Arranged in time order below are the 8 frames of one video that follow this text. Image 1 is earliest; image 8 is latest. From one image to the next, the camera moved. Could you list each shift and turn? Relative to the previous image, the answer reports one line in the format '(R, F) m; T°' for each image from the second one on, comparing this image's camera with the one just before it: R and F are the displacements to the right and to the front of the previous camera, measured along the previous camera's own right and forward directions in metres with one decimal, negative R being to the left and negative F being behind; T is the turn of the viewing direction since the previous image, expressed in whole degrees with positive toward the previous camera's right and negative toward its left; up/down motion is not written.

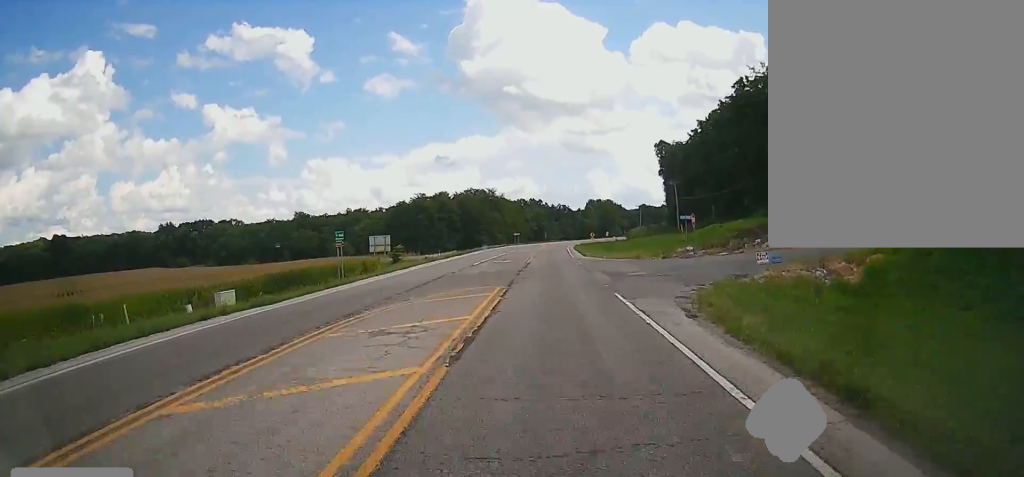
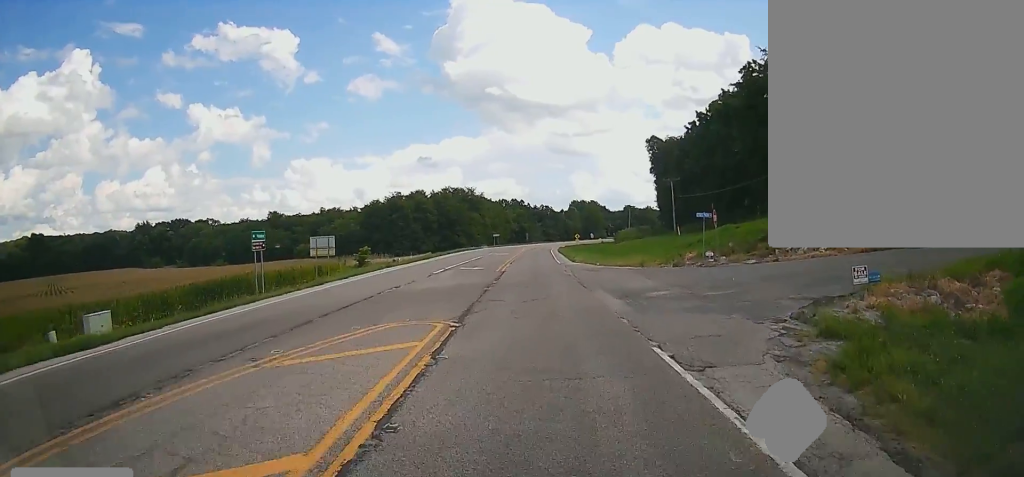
(0.0, +12.6) m; 0°
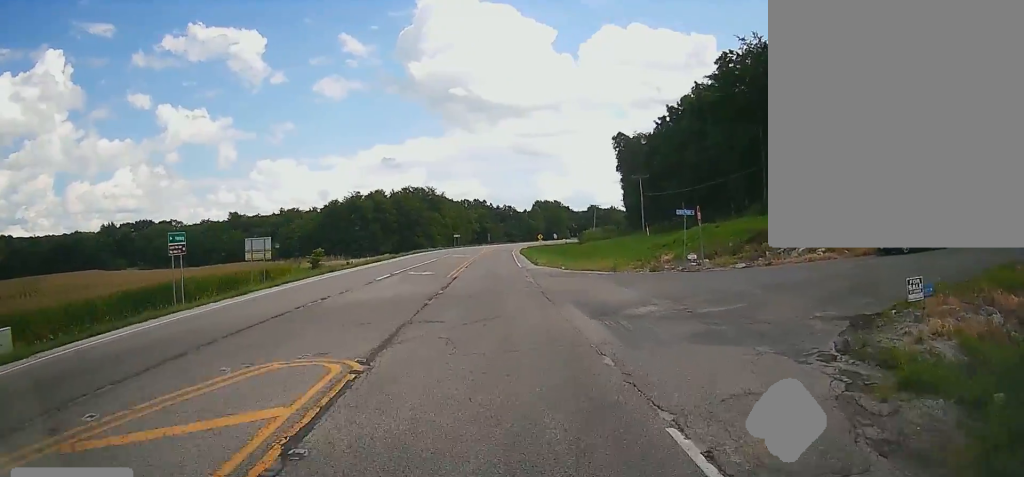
(0.0, +6.9) m; 0°
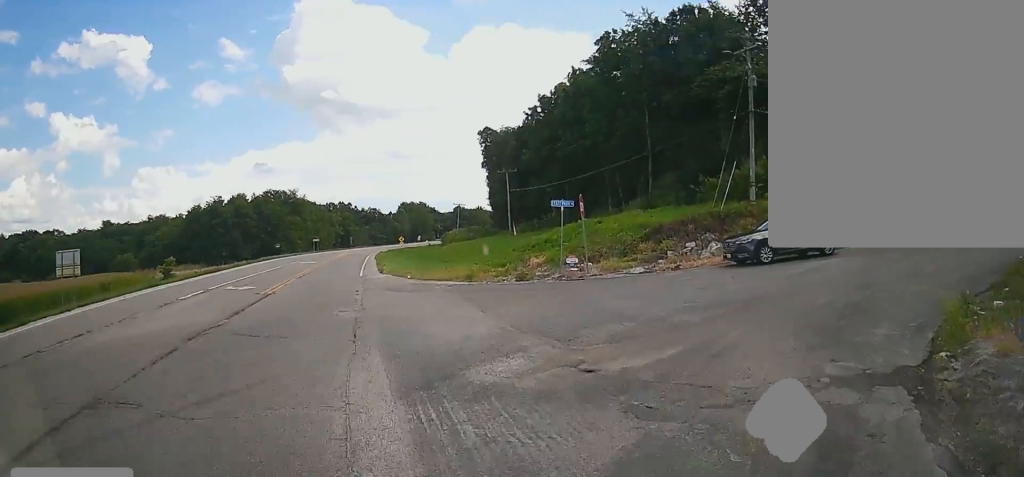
(0.0, +10.1) m; +2°
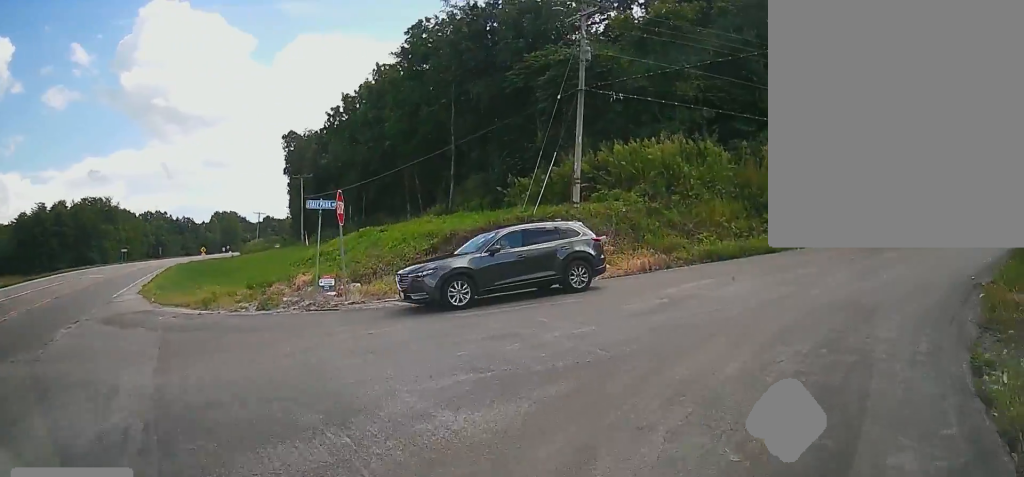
(+0.4, +8.7) m; +13°
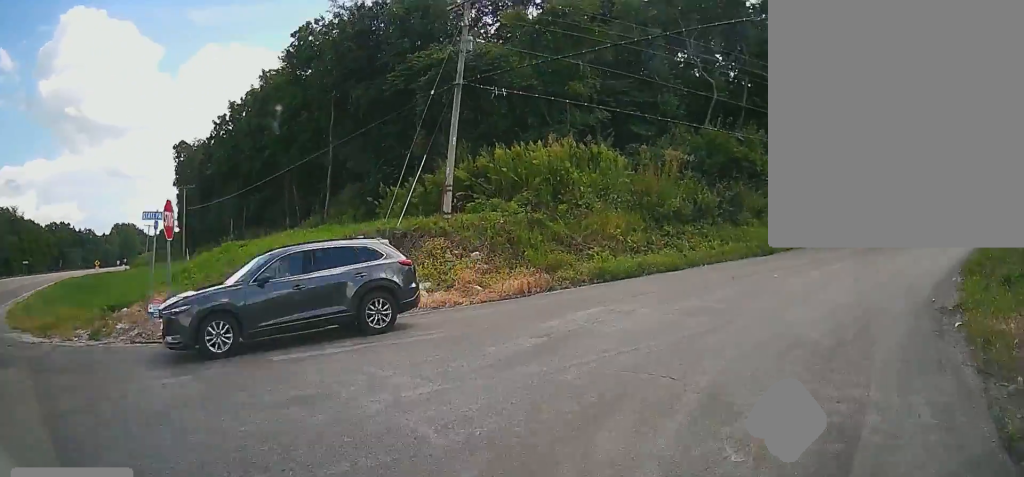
(-0.2, +3.7) m; +9°
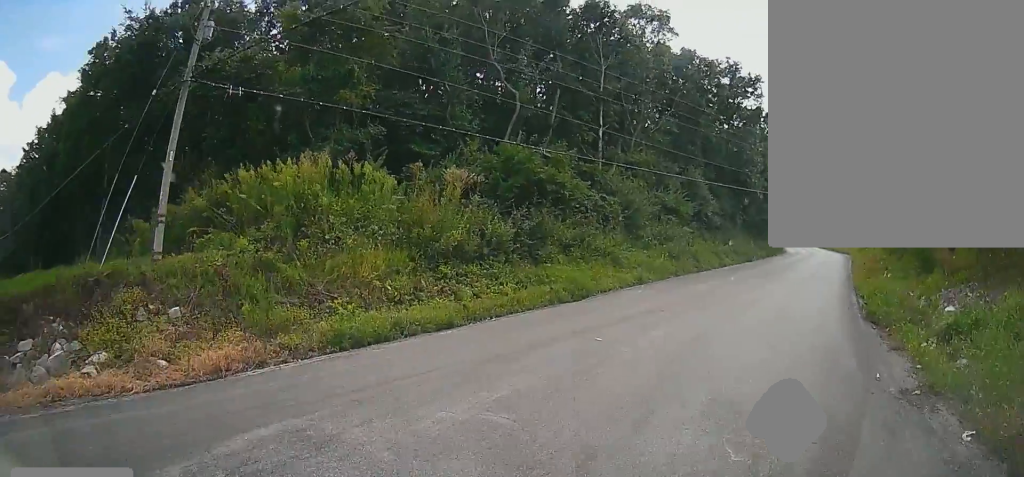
(+1.7, +5.8) m; +15°
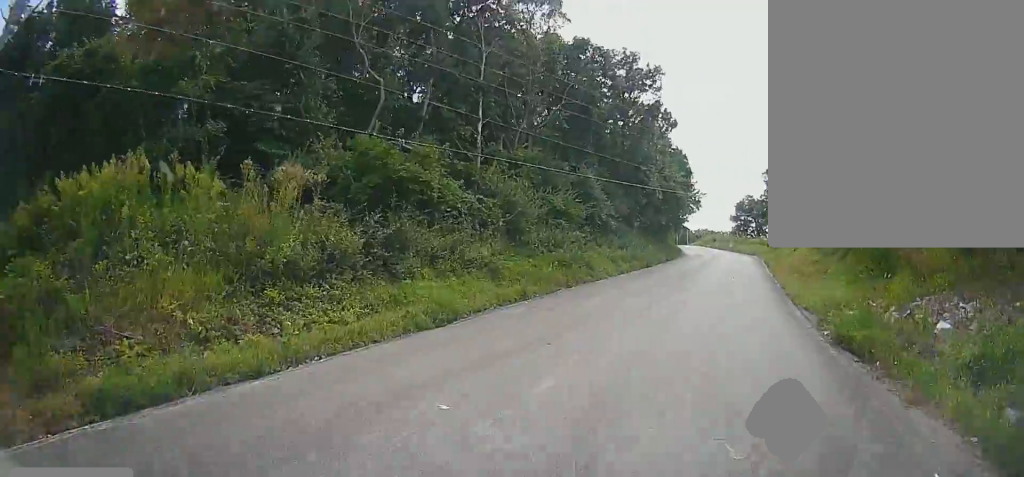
(+0.1, +4.0) m; +1°
